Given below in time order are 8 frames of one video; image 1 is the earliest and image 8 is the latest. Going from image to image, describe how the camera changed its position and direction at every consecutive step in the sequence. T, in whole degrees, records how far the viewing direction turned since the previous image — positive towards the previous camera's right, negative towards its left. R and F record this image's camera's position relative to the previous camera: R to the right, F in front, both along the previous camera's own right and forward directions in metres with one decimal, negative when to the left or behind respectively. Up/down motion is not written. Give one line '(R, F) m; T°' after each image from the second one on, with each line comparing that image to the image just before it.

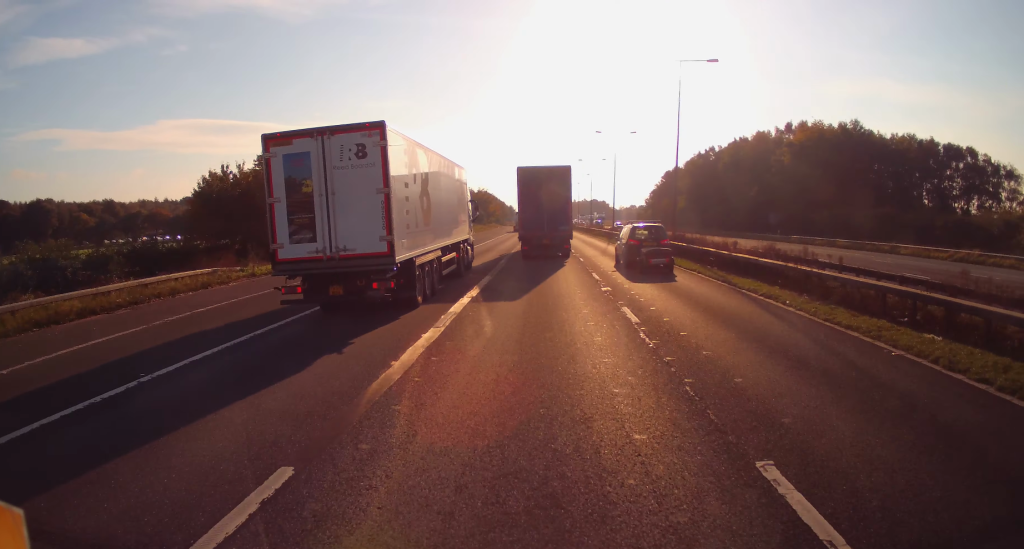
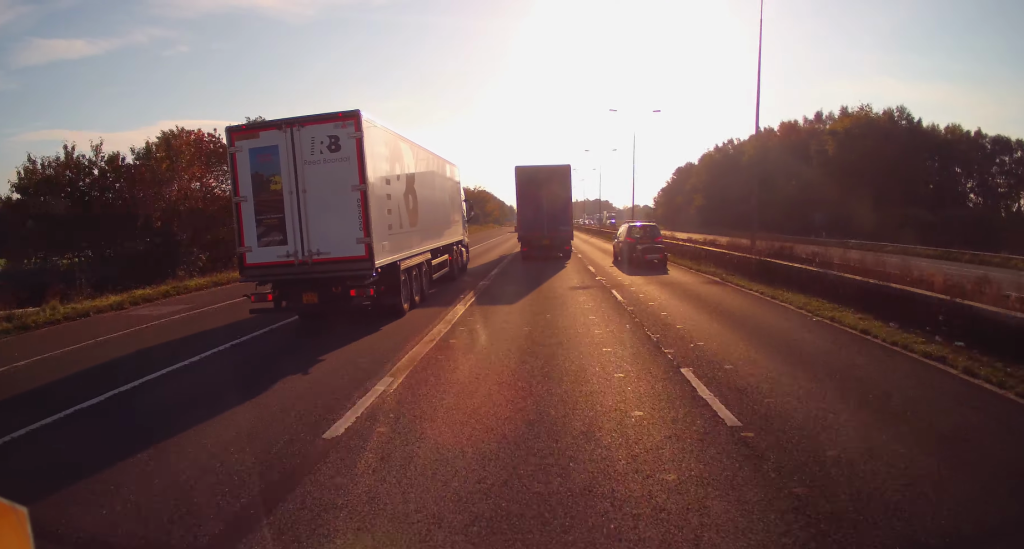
(0.0, +15.2) m; 0°
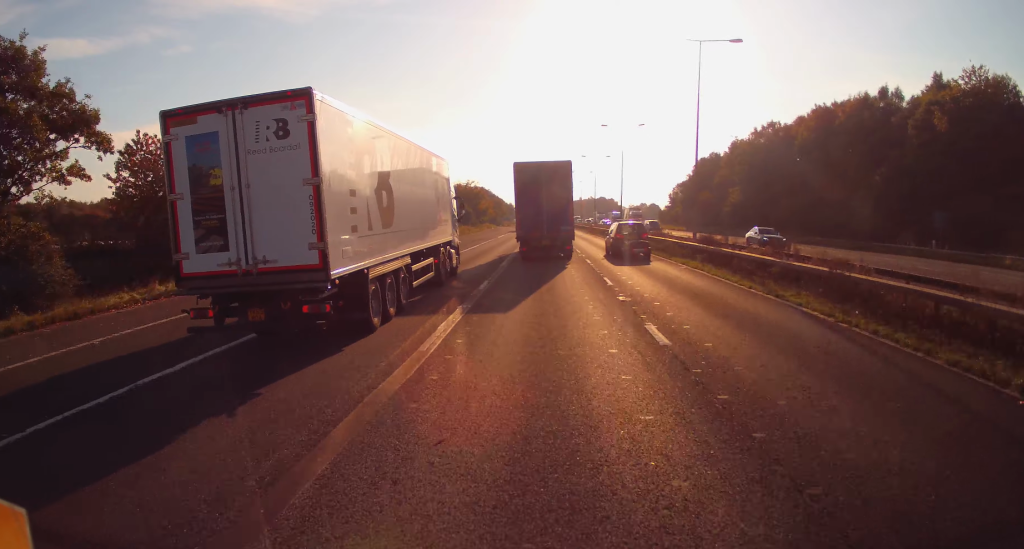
(0.0, +24.1) m; 0°
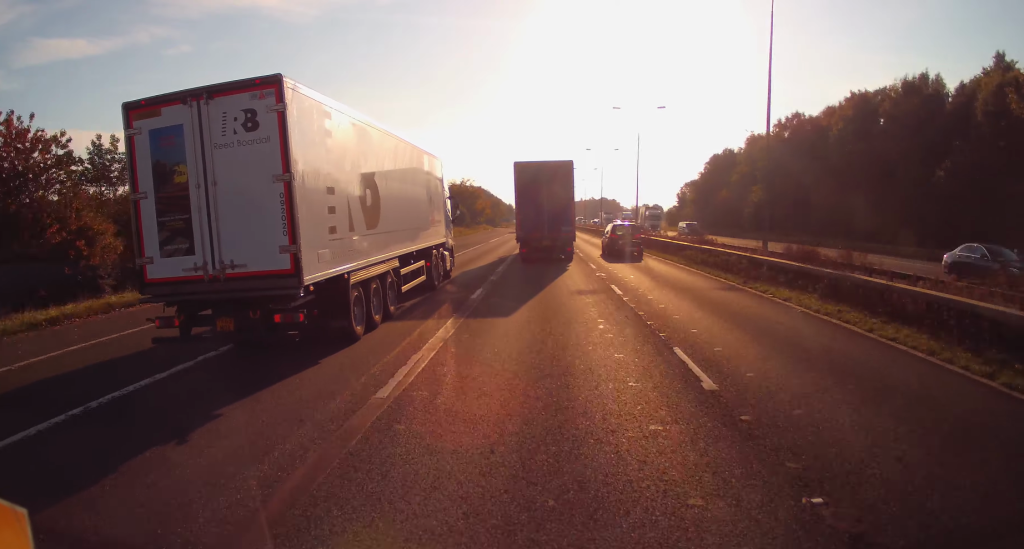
(0.0, +11.6) m; 0°
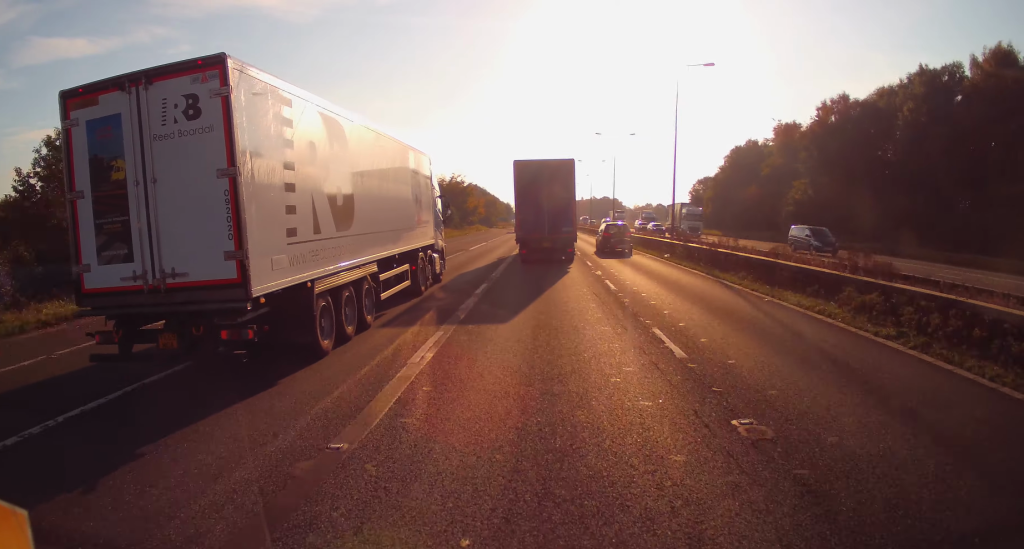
(0.0, +16.9) m; 0°
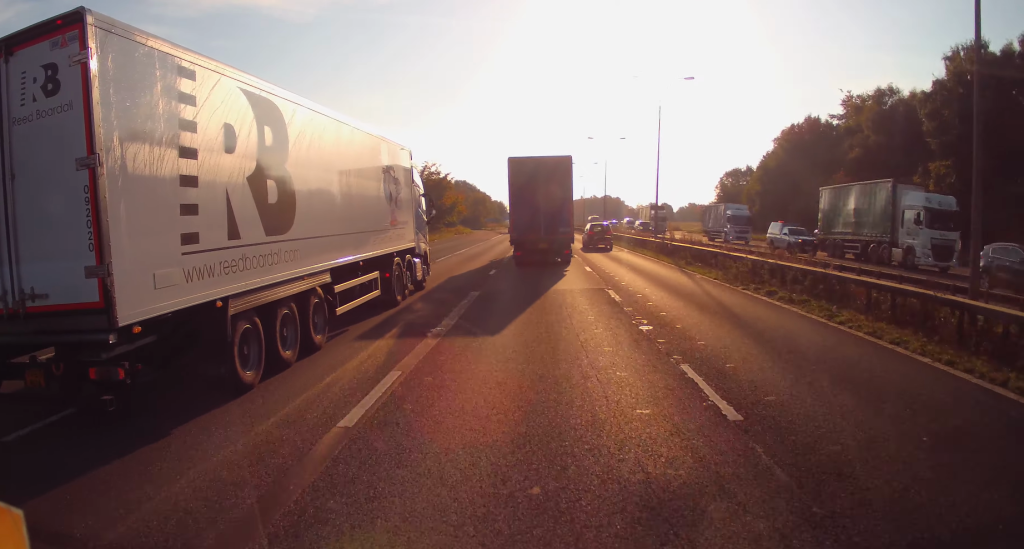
(+0.2, +30.8) m; 0°
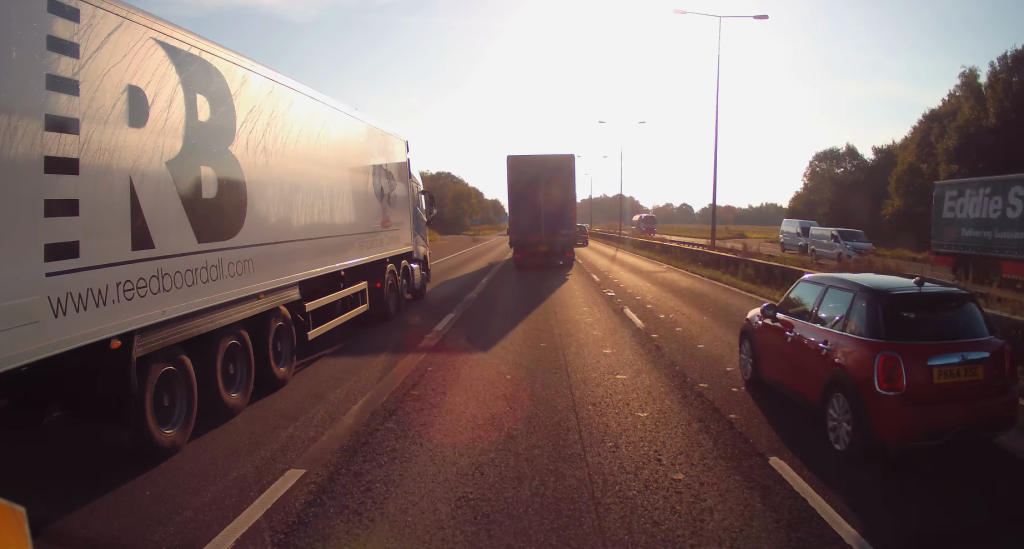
(-0.5, +50.2) m; -1°
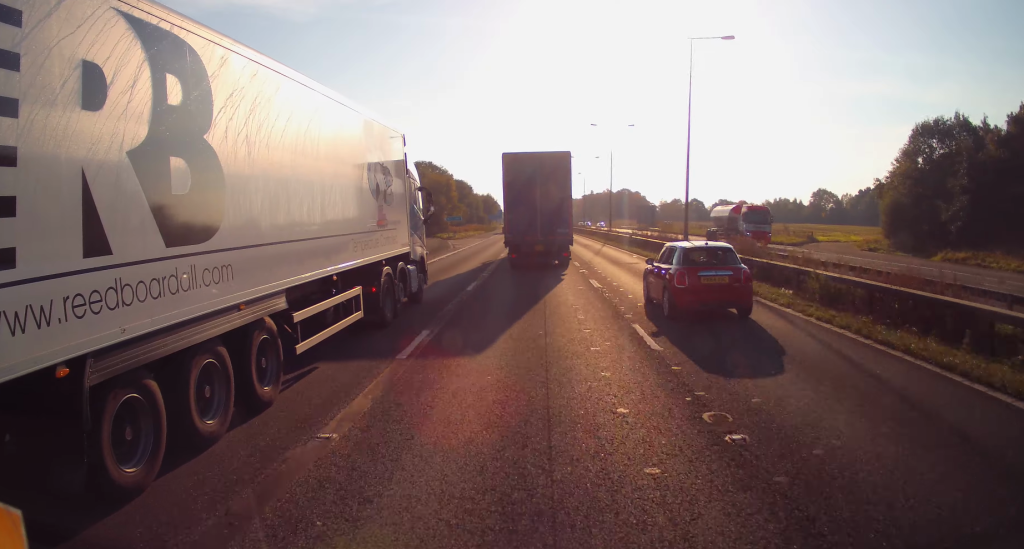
(+0.1, +30.5) m; +1°
